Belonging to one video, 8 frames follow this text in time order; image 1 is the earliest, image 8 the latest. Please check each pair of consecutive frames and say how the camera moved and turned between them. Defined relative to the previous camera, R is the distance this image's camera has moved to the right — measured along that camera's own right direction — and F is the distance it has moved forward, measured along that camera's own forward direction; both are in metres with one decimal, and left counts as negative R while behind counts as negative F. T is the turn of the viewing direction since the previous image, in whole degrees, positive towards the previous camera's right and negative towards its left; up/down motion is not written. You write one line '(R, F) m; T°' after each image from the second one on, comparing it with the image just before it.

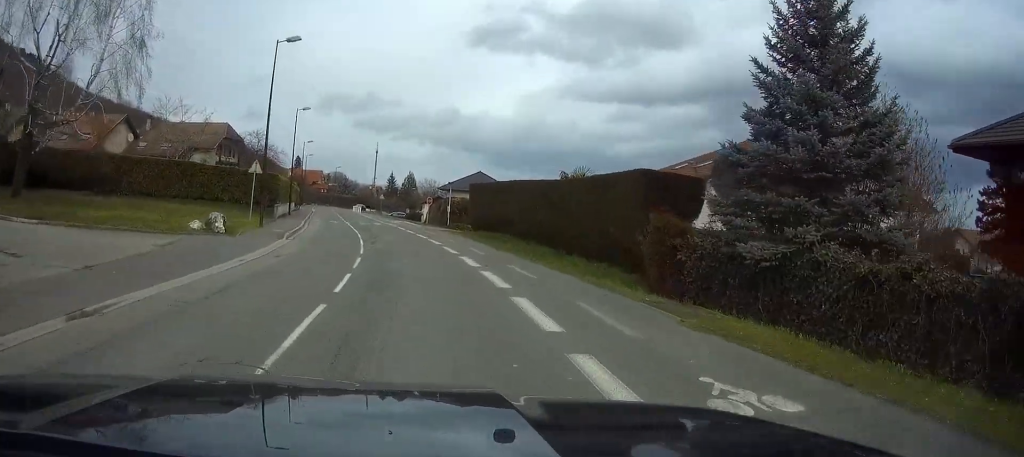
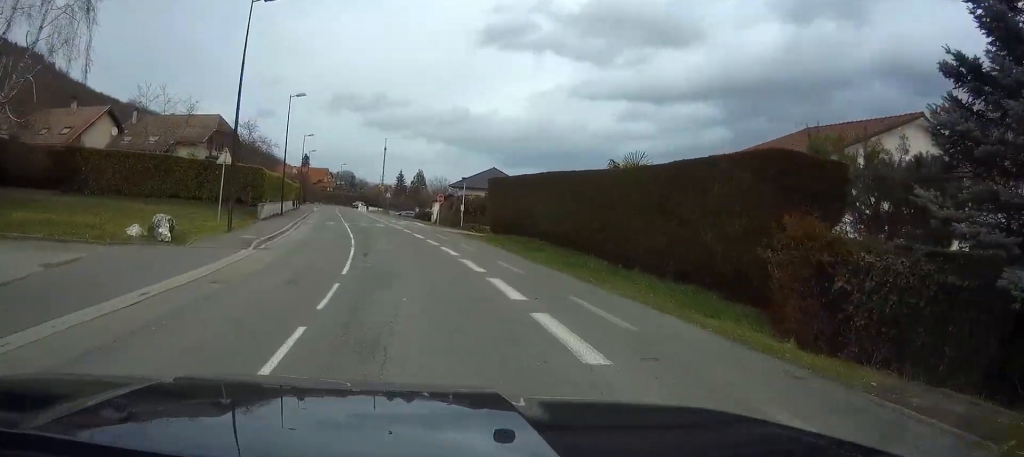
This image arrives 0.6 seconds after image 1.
(-0.1, +6.8) m; -2°
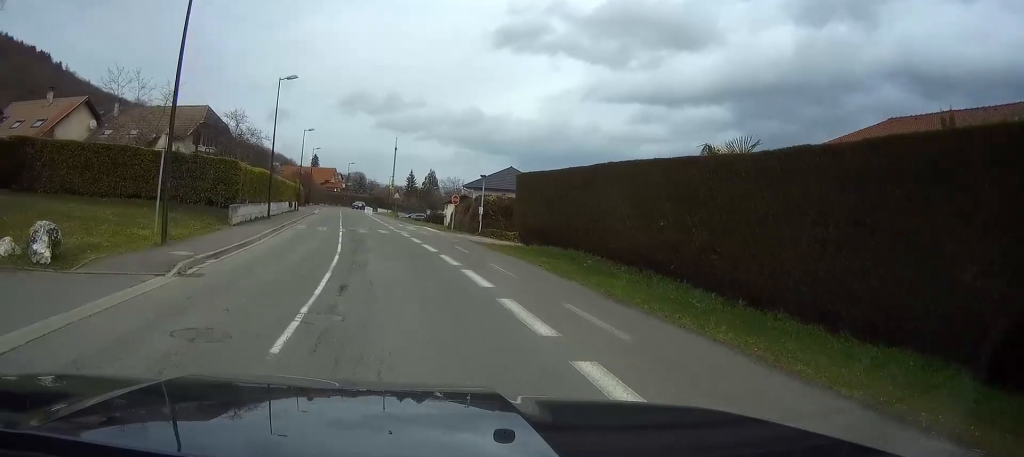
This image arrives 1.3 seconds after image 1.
(-0.2, +7.6) m; -2°
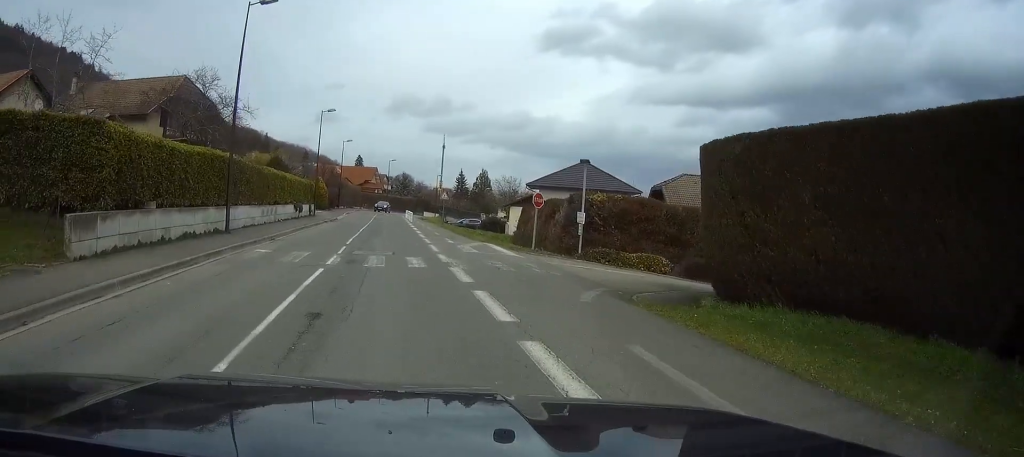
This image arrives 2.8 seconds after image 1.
(-0.7, +17.0) m; -3°
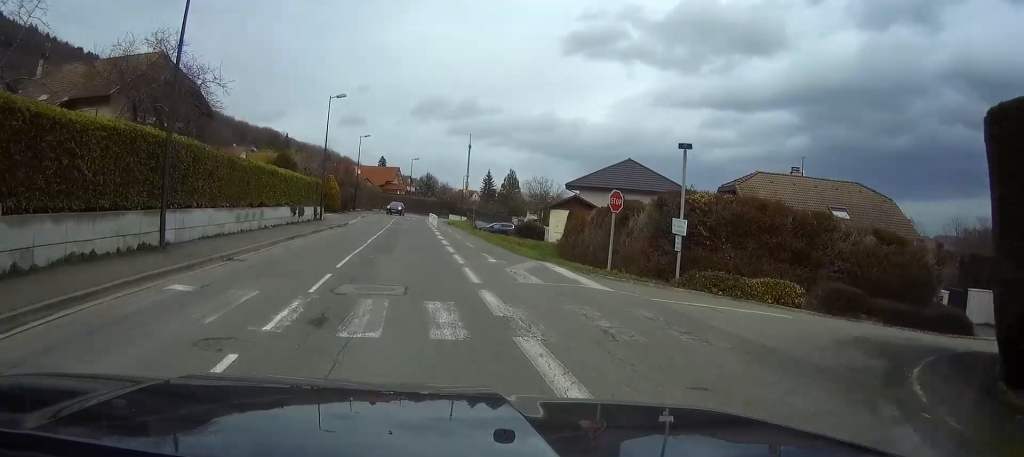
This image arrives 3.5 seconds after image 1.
(-0.1, +8.4) m; -2°
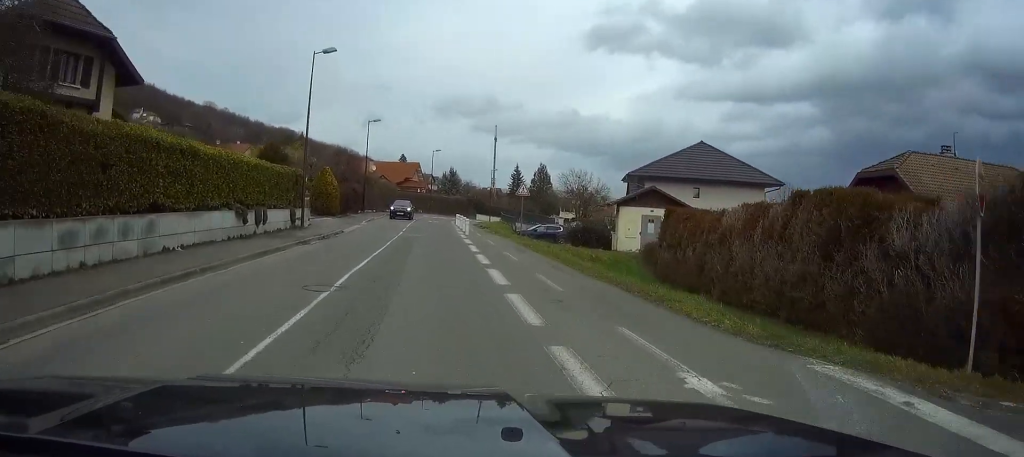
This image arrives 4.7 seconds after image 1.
(-0.5, +15.0) m; -1°
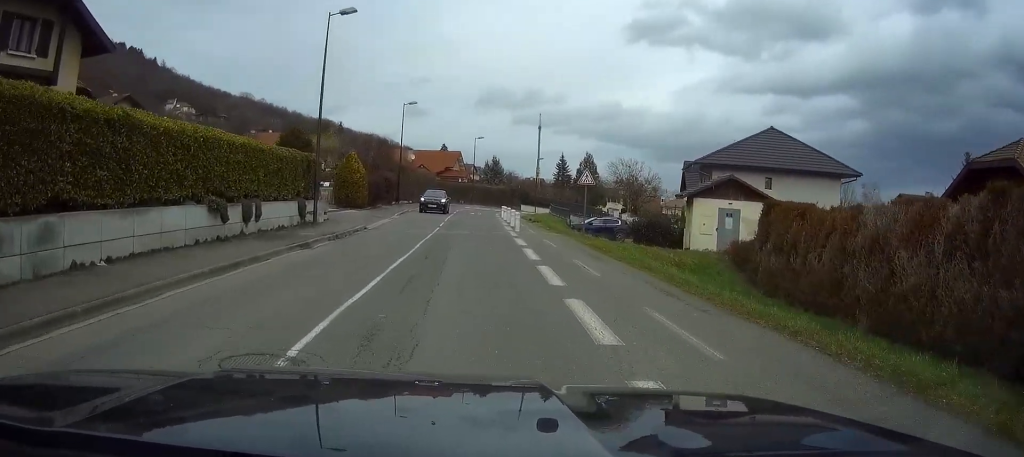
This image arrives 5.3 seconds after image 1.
(+0.1, +7.1) m; +1°
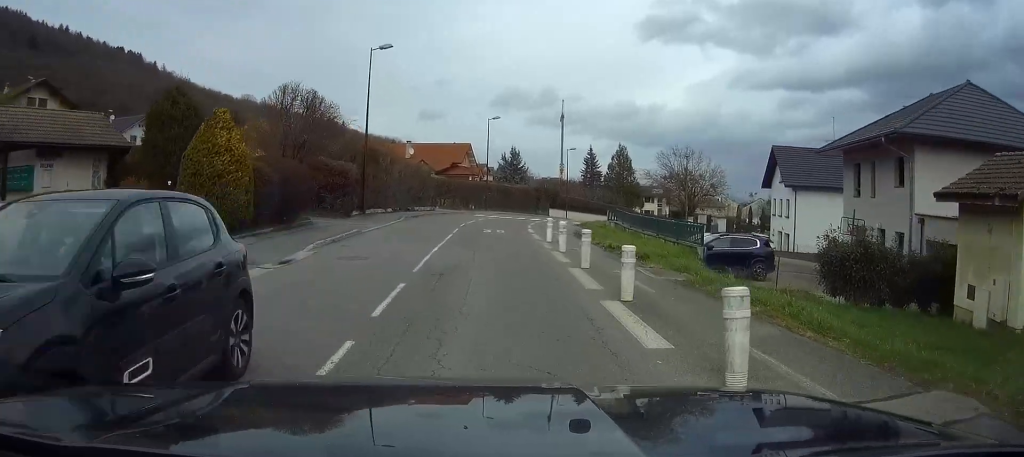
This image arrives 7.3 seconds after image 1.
(+0.6, +27.6) m; 0°
